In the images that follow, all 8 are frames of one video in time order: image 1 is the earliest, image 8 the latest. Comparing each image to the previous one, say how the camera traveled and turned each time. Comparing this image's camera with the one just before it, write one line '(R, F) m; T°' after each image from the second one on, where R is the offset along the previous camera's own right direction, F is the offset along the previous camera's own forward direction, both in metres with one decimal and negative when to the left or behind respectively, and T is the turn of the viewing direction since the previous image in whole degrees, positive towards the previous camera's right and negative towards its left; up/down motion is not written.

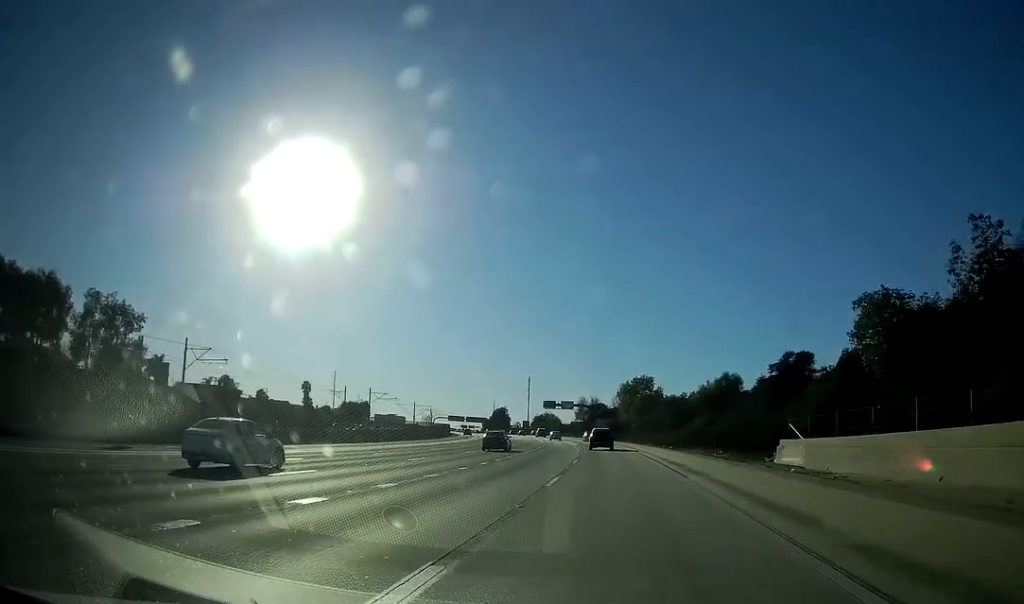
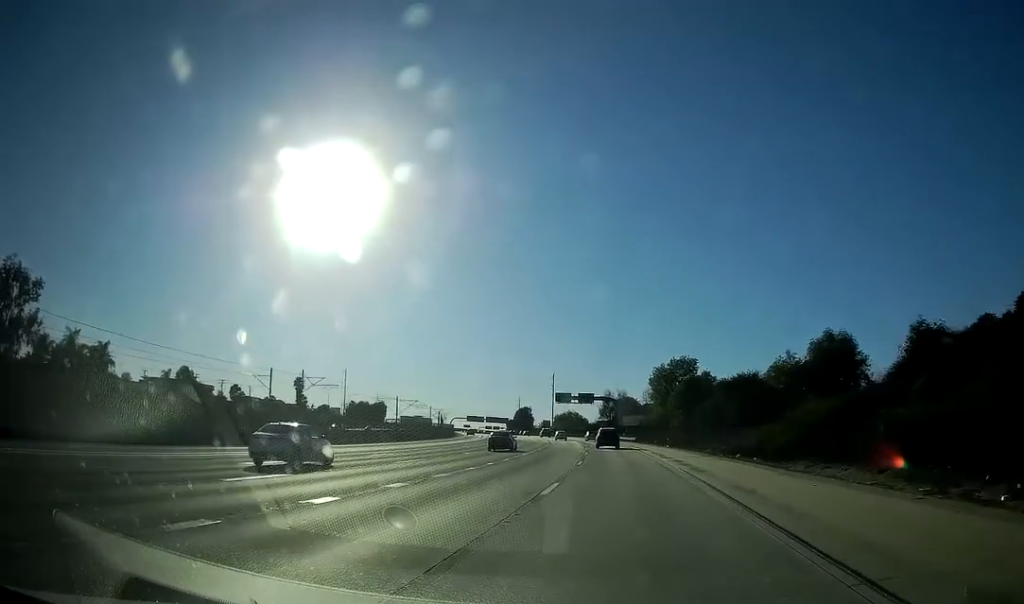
(-0.2, +31.4) m; -1°
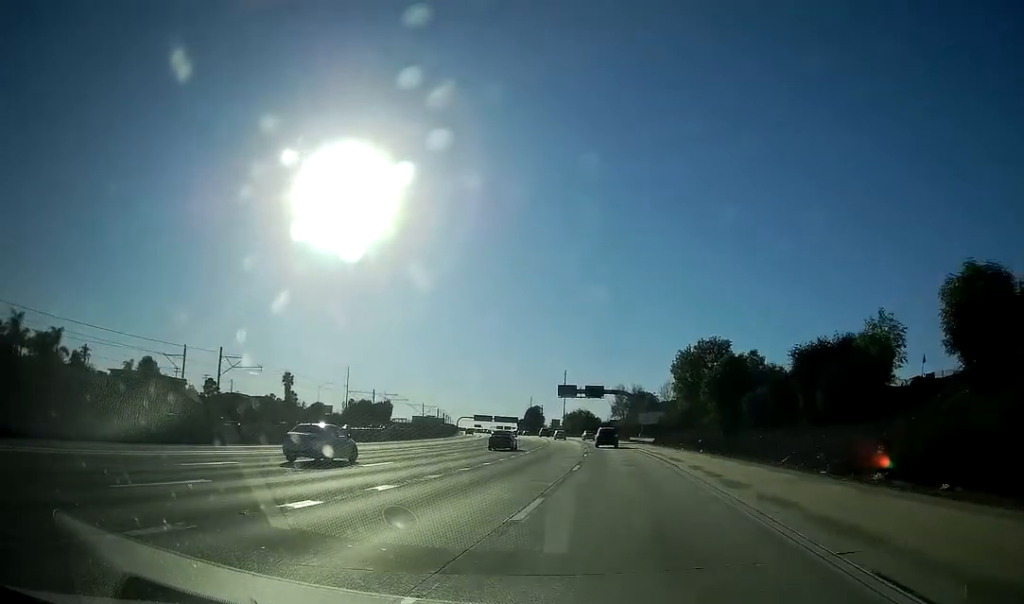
(-0.3, +19.8) m; -1°
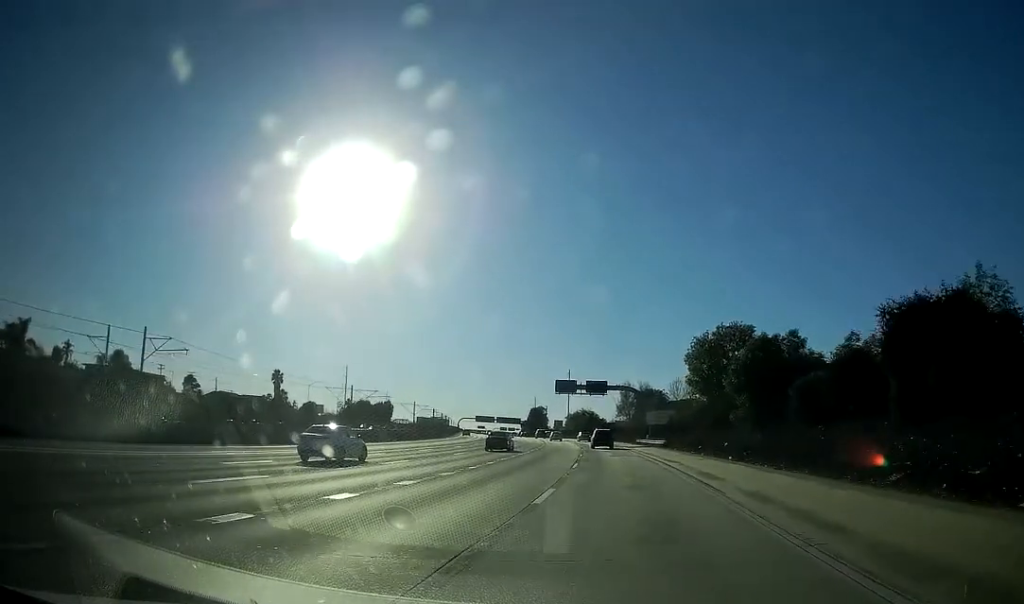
(0.0, +11.1) m; -1°
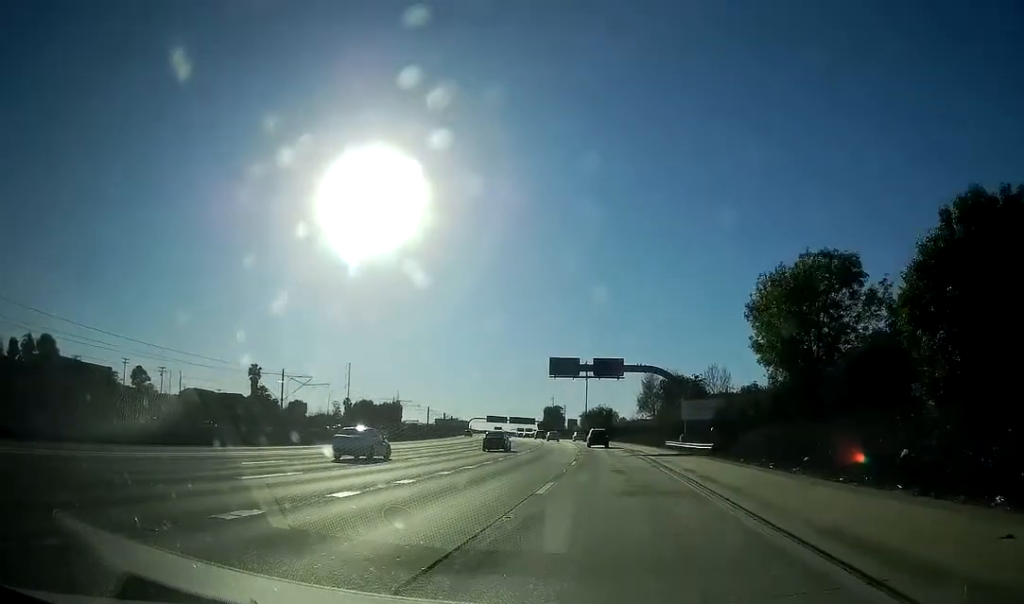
(-0.2, +26.8) m; -2°
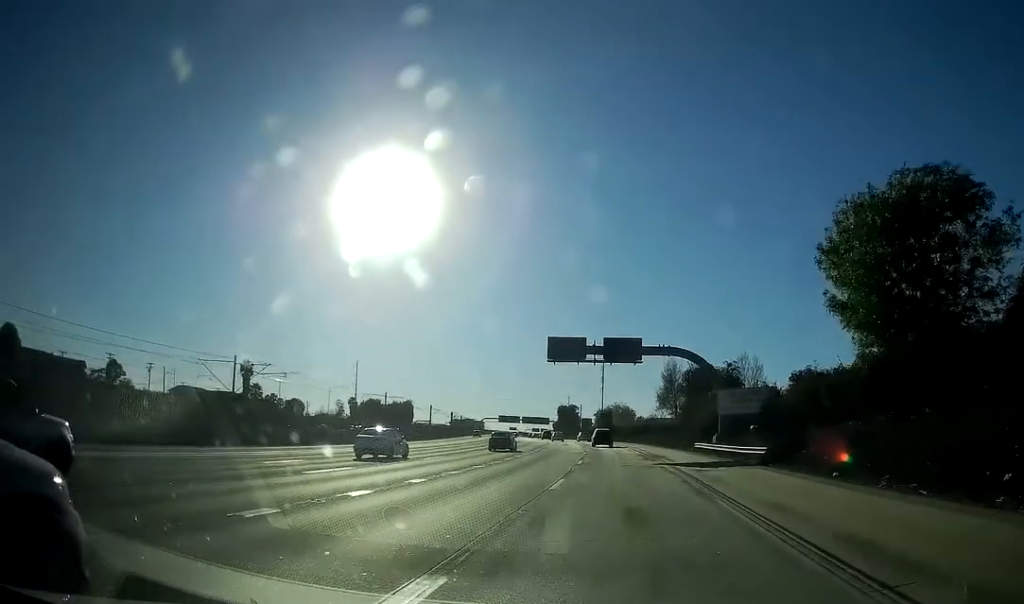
(-0.1, +12.9) m; -1°
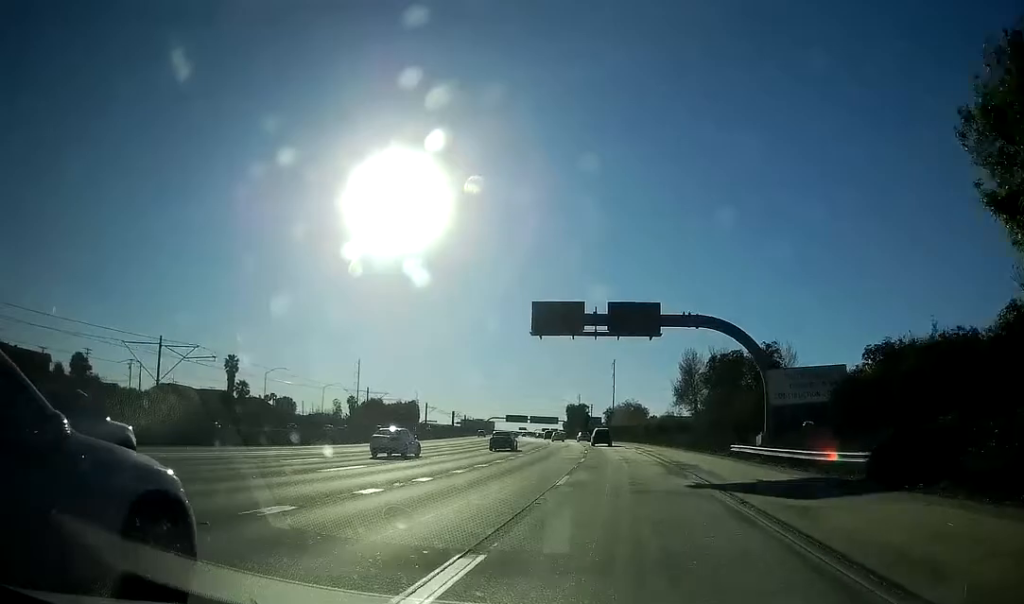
(-0.1, +13.8) m; -1°
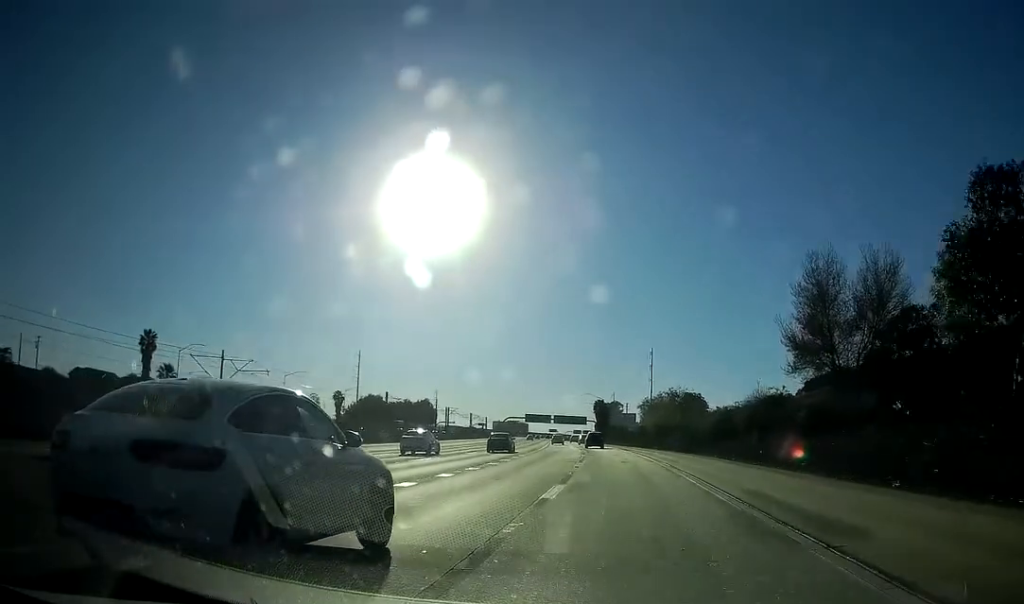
(-1.2, +47.0) m; -2°
